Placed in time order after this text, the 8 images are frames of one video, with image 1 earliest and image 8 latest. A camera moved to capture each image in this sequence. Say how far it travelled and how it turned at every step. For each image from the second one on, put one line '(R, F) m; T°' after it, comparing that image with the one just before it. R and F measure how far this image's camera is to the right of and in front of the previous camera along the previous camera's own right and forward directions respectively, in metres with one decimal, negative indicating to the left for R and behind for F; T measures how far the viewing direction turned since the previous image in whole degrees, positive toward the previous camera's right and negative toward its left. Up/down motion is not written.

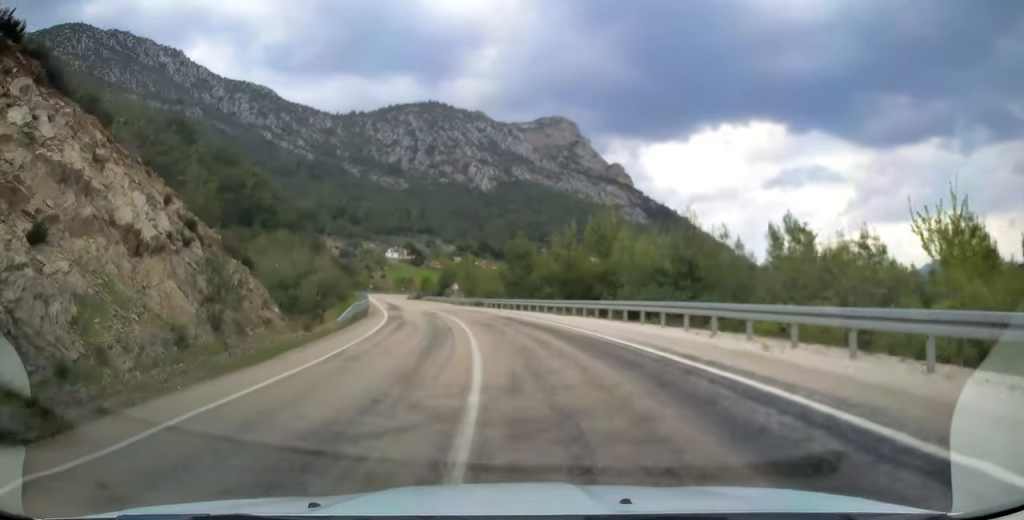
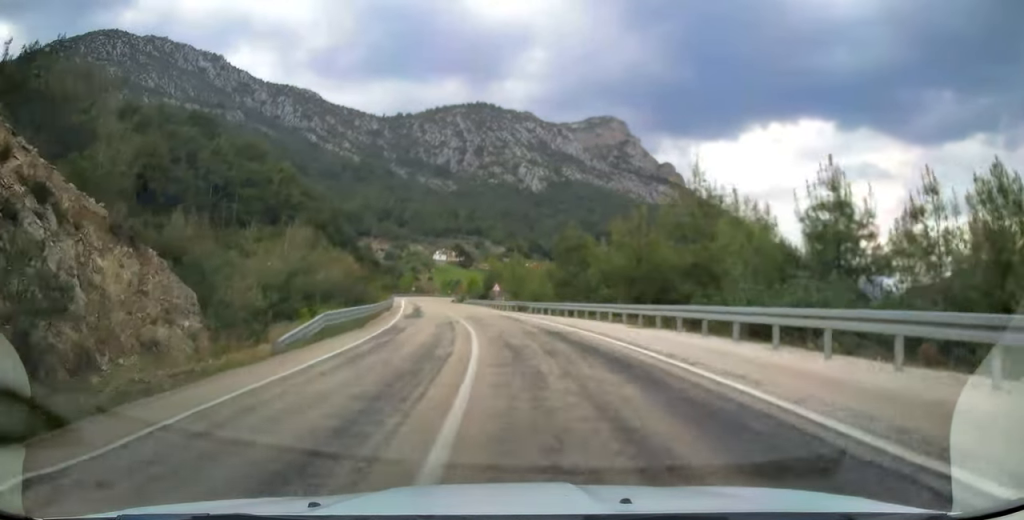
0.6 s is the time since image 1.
(-0.3, +11.1) m; -5°
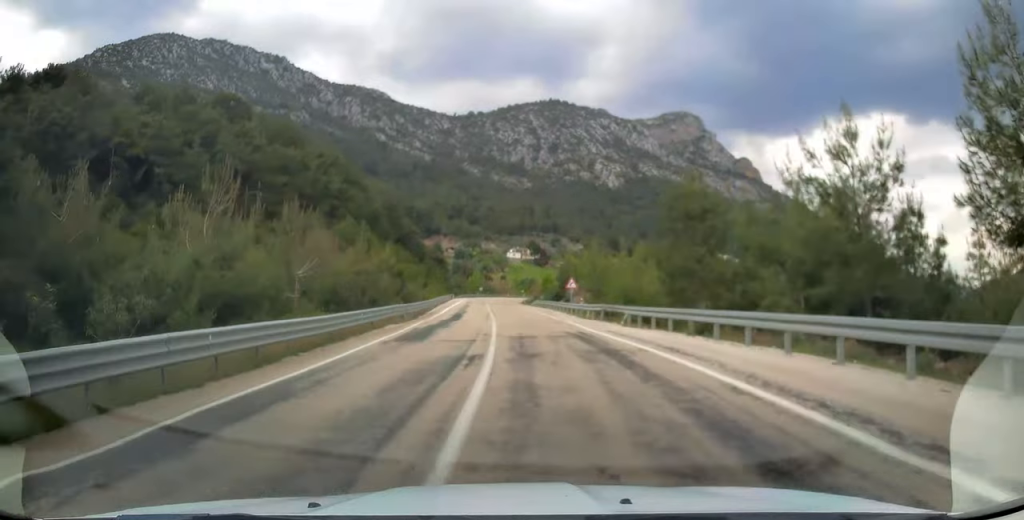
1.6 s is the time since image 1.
(-1.0, +17.8) m; -7°
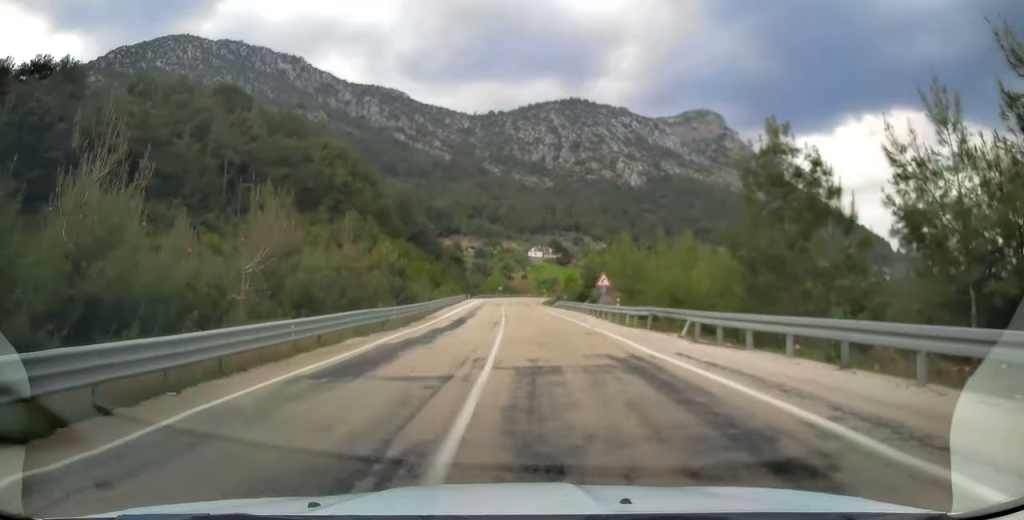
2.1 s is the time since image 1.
(-0.5, +8.4) m; -2°
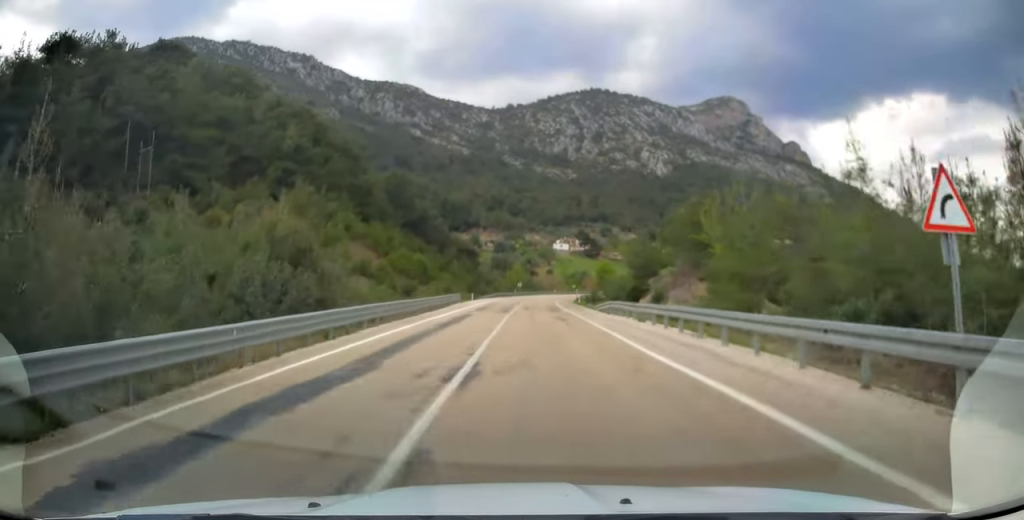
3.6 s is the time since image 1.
(-1.5, +27.7) m; -3°
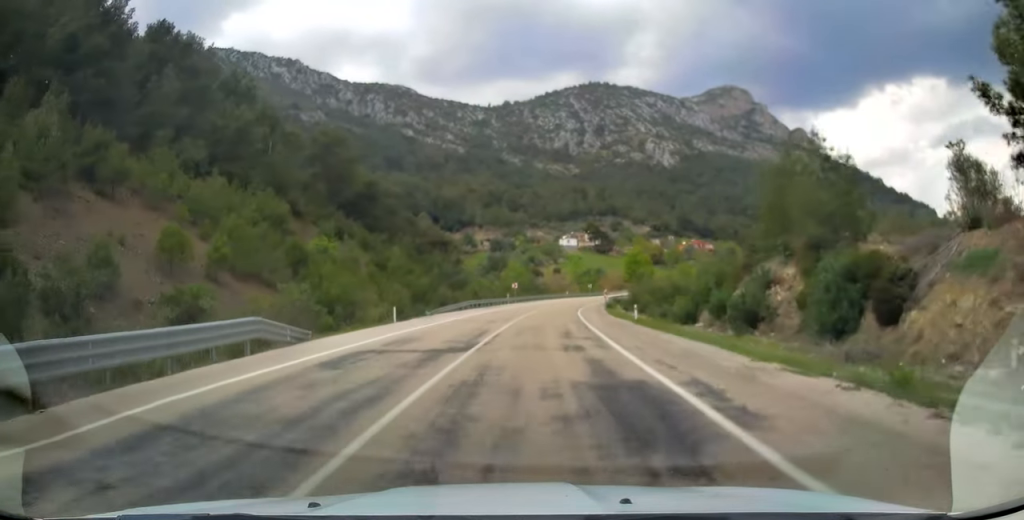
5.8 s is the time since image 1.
(+0.4, +40.0) m; +1°
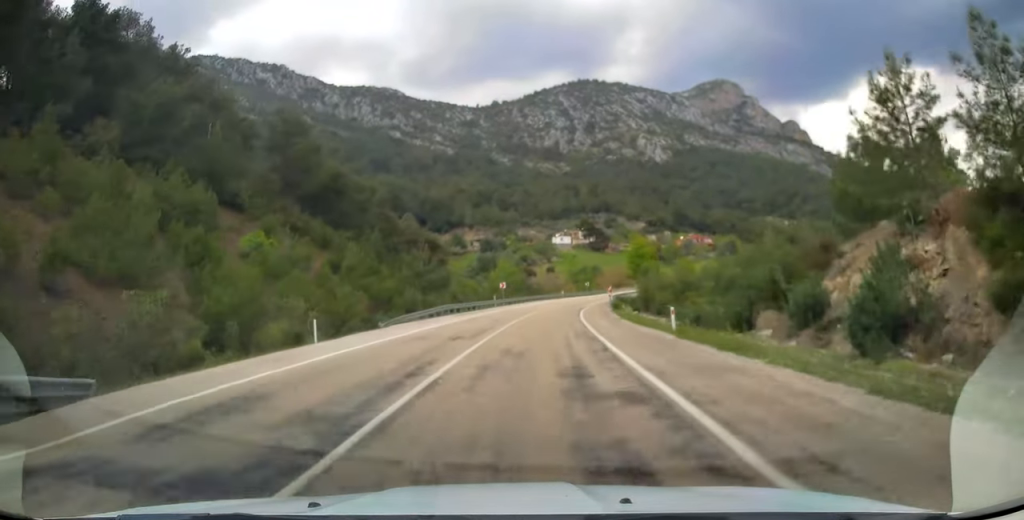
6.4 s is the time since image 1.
(+0.1, +10.8) m; +1°
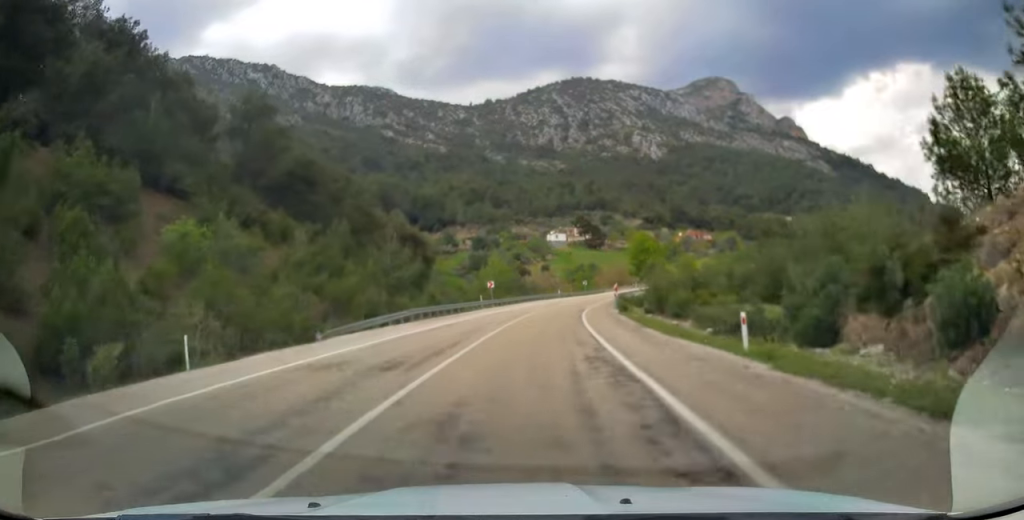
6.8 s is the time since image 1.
(0.0, +8.2) m; +1°
